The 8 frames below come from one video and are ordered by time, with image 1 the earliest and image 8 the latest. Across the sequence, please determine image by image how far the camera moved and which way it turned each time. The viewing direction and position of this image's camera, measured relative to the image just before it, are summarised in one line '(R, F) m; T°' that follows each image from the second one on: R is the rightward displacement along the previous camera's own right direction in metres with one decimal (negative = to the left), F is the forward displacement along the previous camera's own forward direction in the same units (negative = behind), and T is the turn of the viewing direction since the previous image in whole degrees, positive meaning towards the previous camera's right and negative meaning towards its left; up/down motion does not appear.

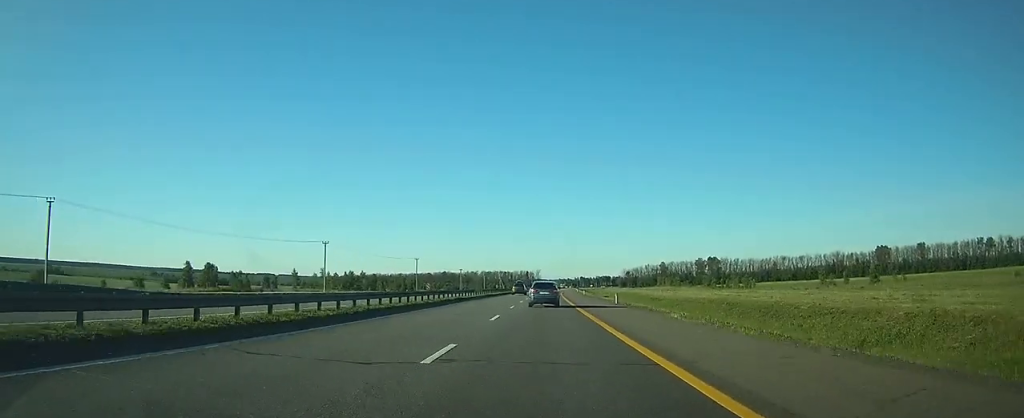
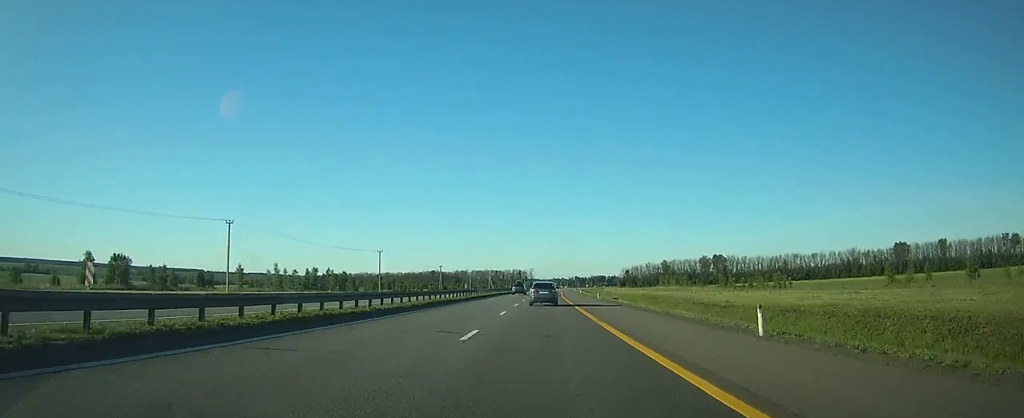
(+0.1, +32.0) m; 0°
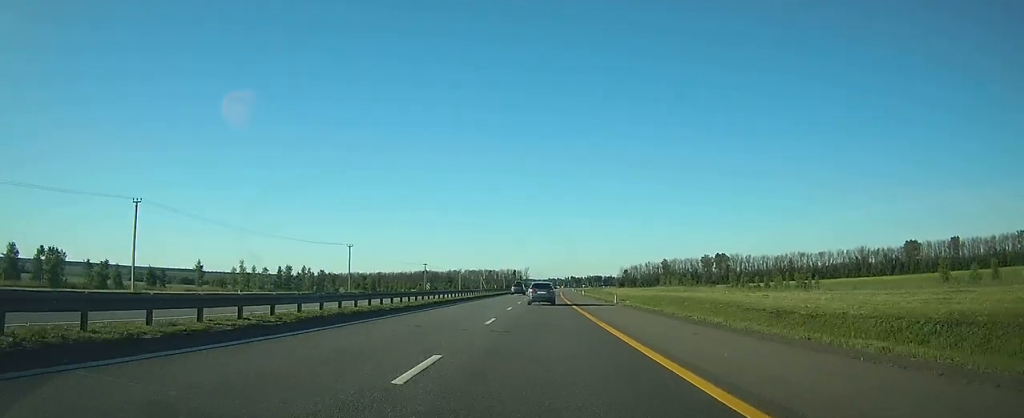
(0.0, +18.1) m; 0°
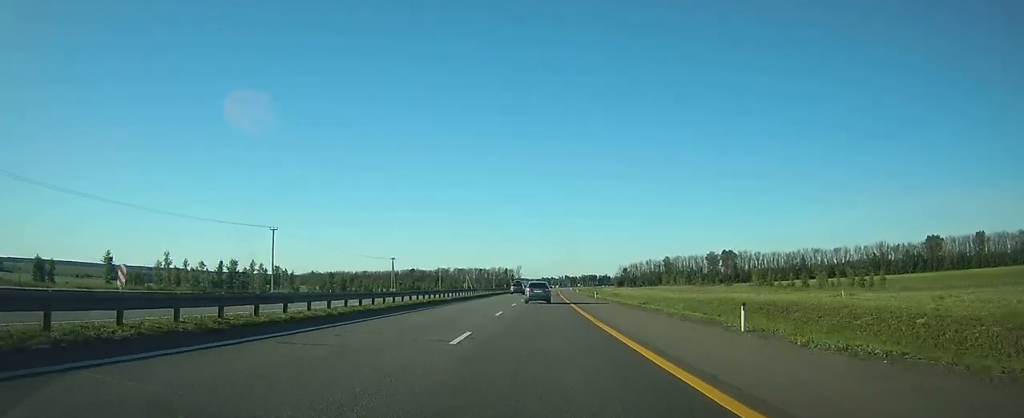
(0.0, +31.0) m; 0°
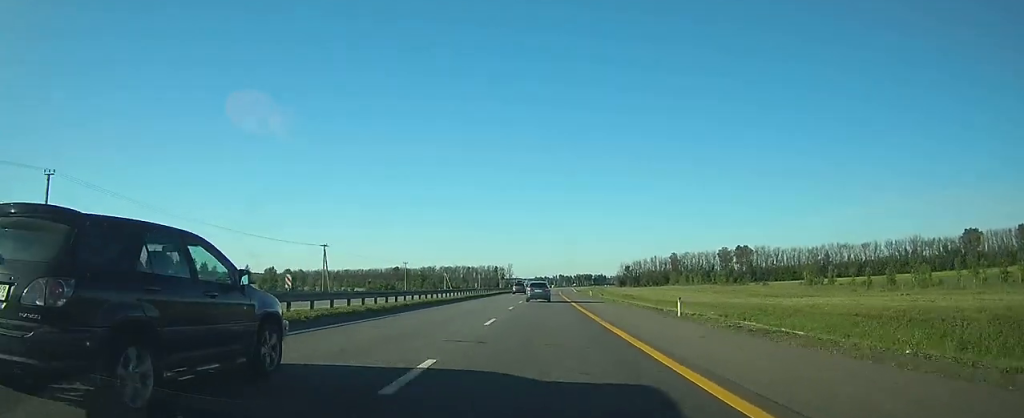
(+0.3, +41.6) m; +1°
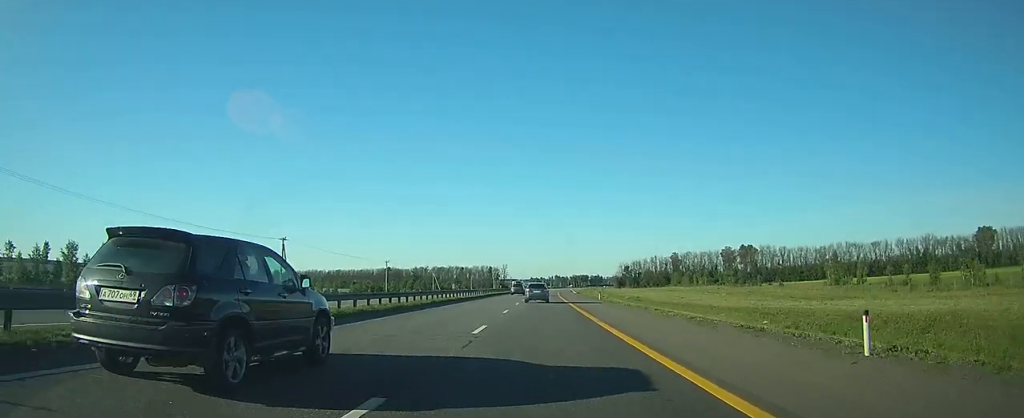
(+0.1, +15.0) m; 0°
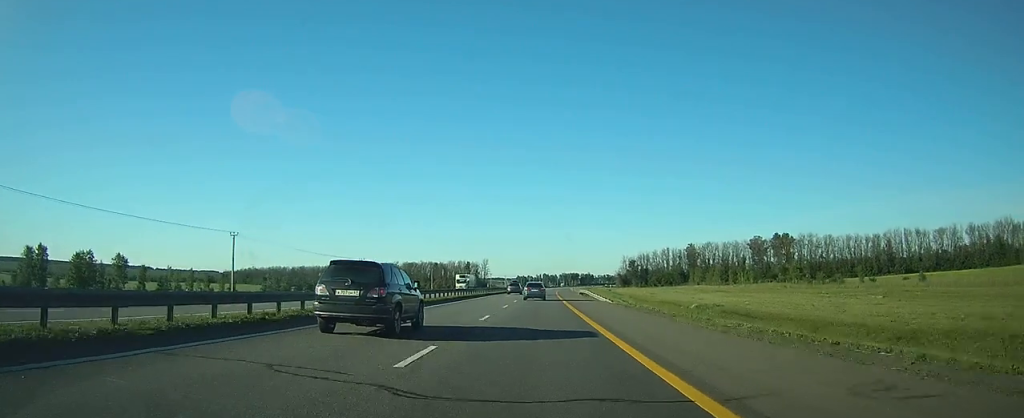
(+0.8, +66.5) m; +1°
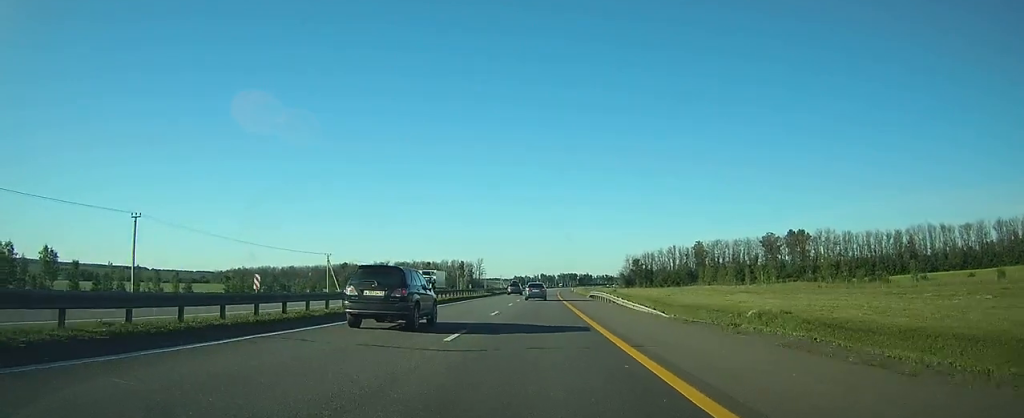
(0.0, +19.4) m; 0°
